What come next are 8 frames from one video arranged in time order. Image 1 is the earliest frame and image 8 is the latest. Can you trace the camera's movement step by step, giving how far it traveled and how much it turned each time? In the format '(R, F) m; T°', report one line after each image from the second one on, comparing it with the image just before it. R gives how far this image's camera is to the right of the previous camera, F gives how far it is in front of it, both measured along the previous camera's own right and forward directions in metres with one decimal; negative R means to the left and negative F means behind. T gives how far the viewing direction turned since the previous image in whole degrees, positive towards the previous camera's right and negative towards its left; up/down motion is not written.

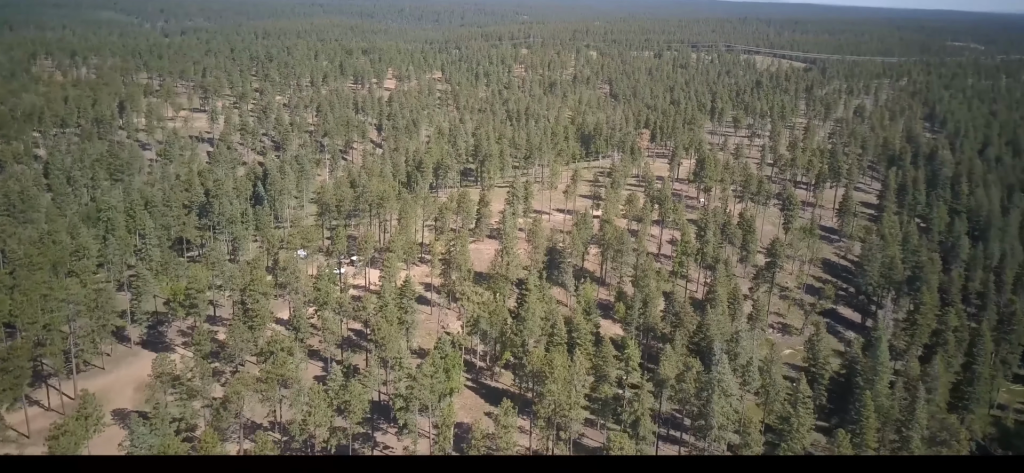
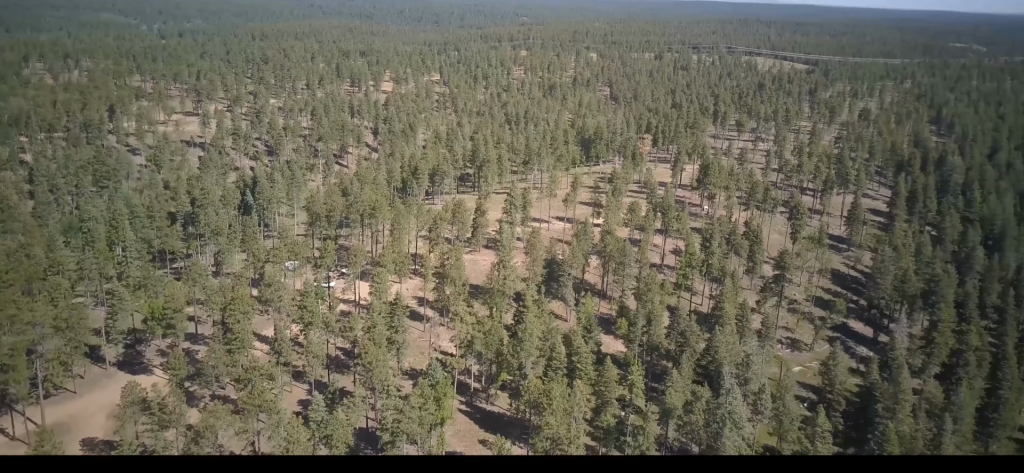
(-0.1, +8.8) m; -1°
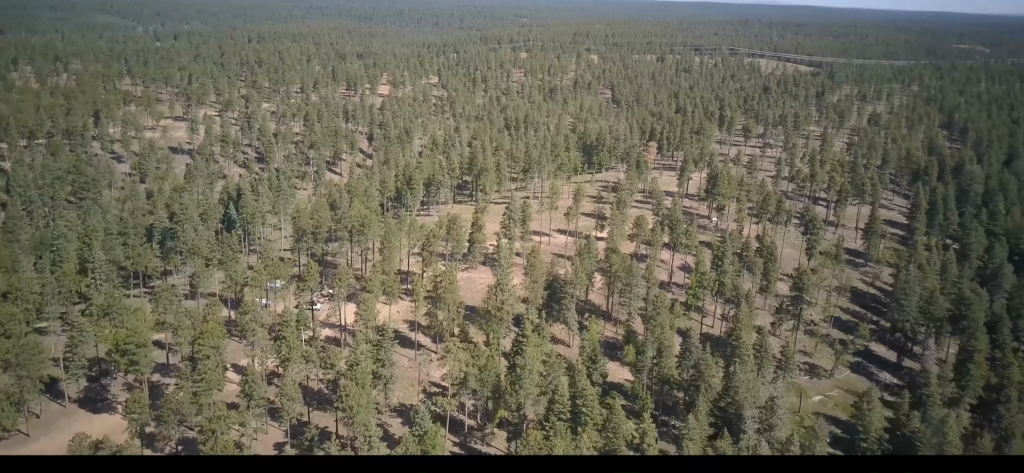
(-0.2, +13.8) m; -2°
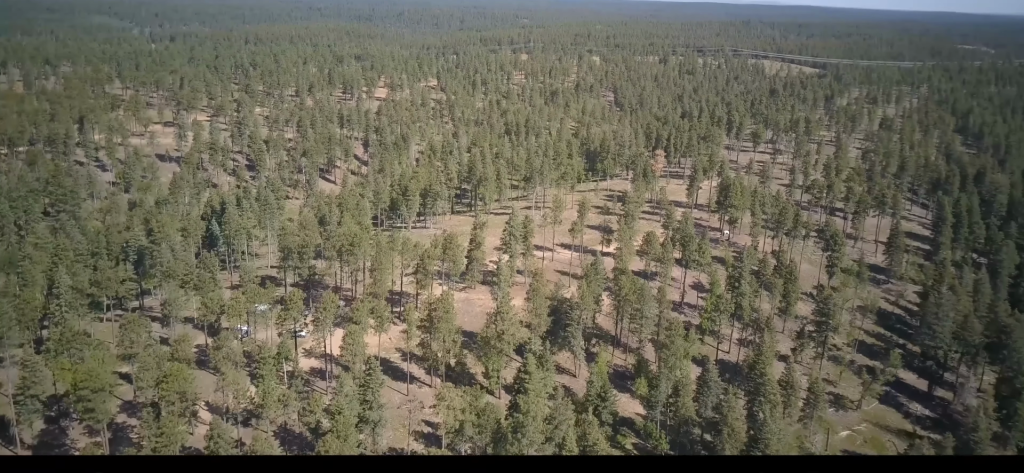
(-0.2, +14.0) m; -1°
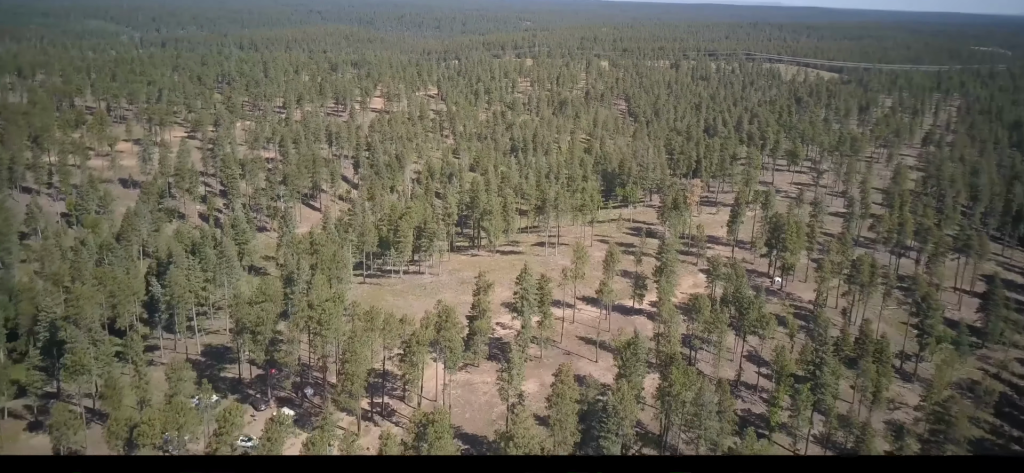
(-0.6, +42.3) m; -1°
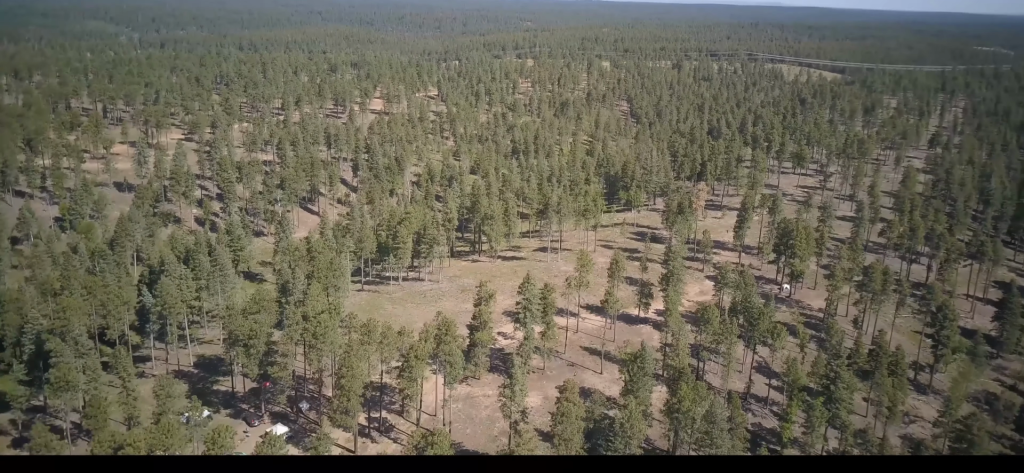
(0.0, +5.8) m; 0°
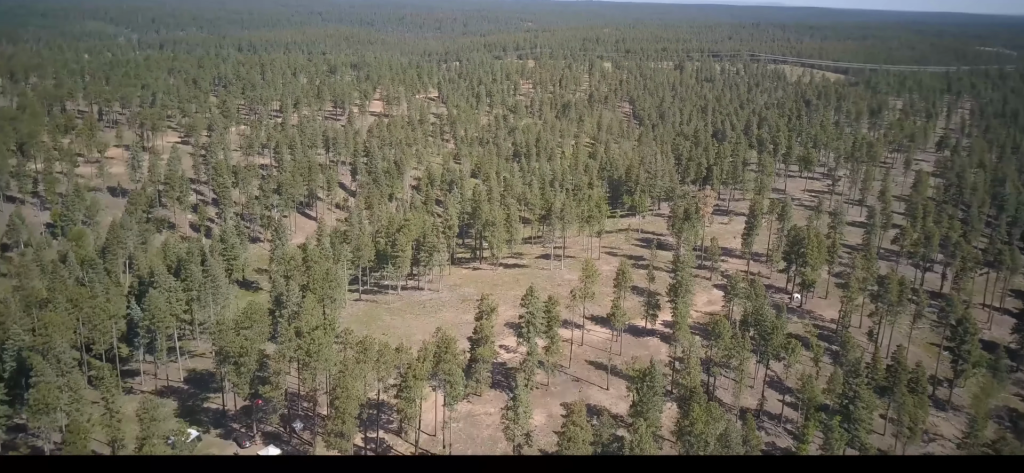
(0.0, +6.0) m; 0°
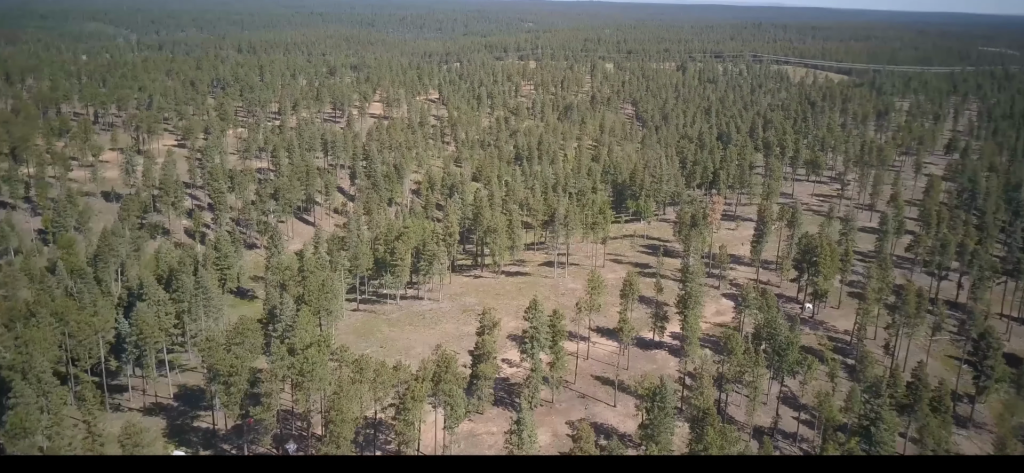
(0.0, +6.7) m; -1°
